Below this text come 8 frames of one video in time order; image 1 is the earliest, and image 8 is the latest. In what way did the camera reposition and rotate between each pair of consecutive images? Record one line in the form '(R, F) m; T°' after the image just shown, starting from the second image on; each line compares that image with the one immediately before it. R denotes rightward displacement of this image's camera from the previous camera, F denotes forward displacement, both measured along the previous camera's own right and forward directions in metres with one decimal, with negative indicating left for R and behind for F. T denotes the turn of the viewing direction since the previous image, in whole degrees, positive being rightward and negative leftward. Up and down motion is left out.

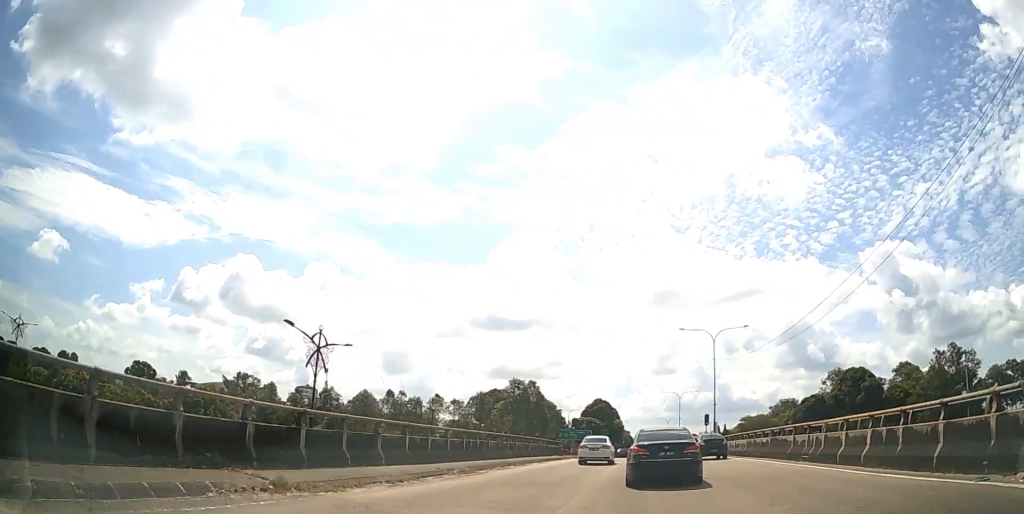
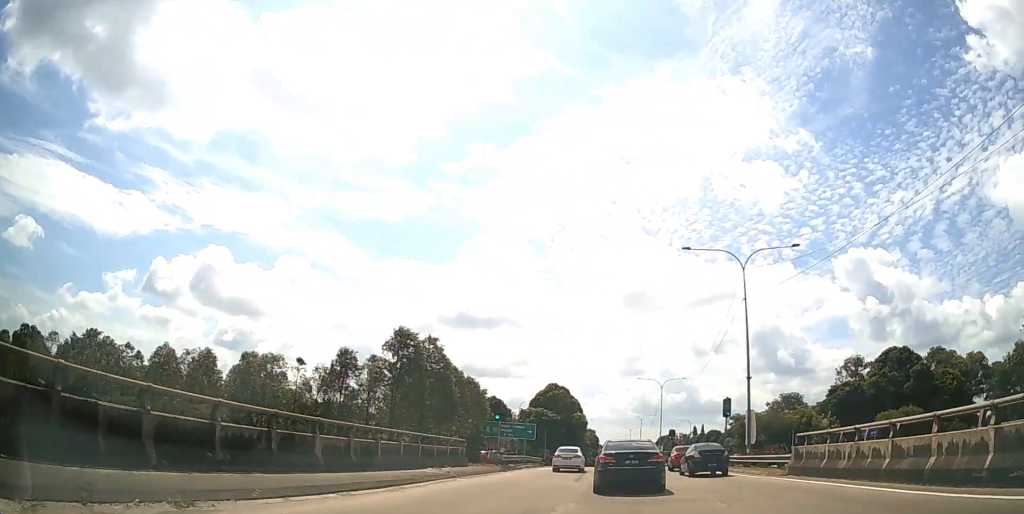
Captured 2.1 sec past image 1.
(+0.6, +25.6) m; +2°
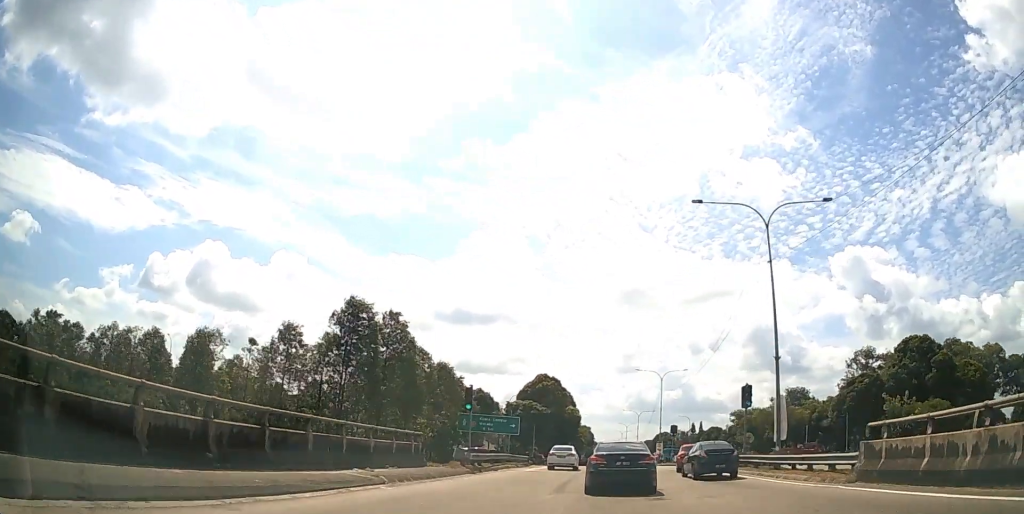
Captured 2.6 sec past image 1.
(+0.1, +6.2) m; 0°
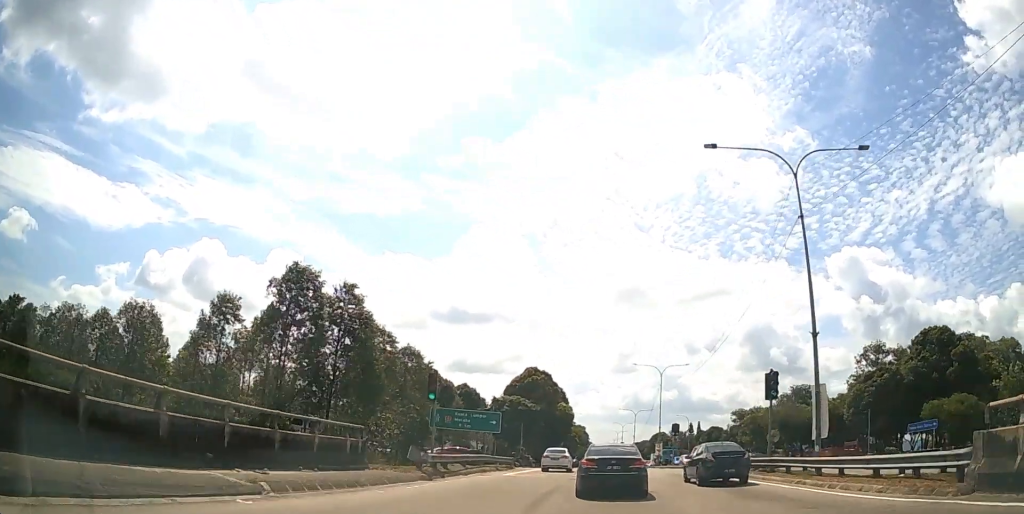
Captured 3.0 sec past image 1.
(0.0, +5.3) m; 0°
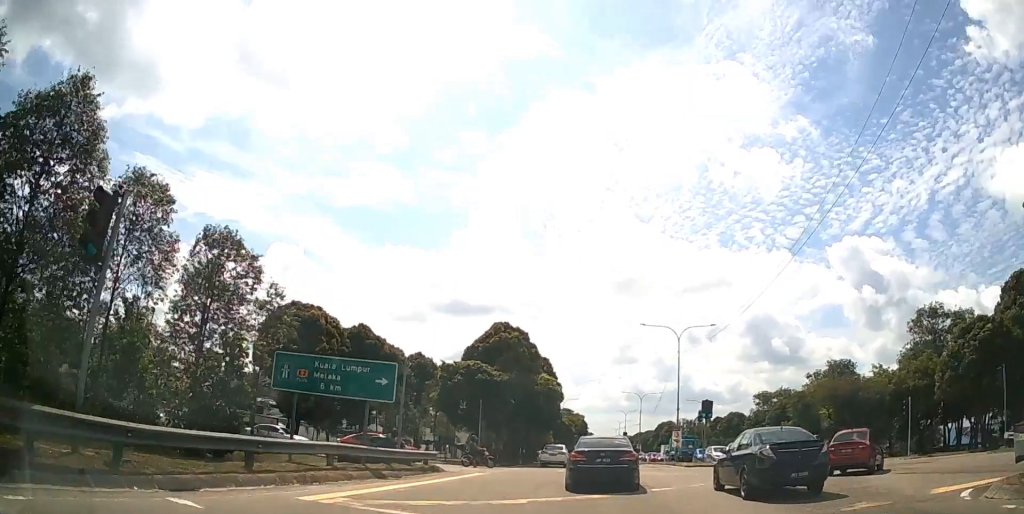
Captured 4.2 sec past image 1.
(-0.1, +17.4) m; -1°
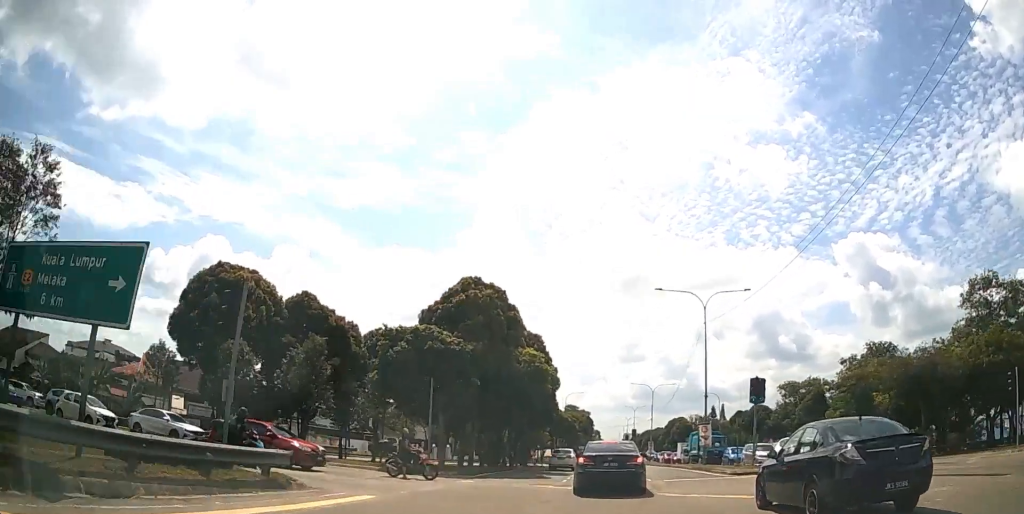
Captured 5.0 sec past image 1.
(0.0, +11.3) m; 0°
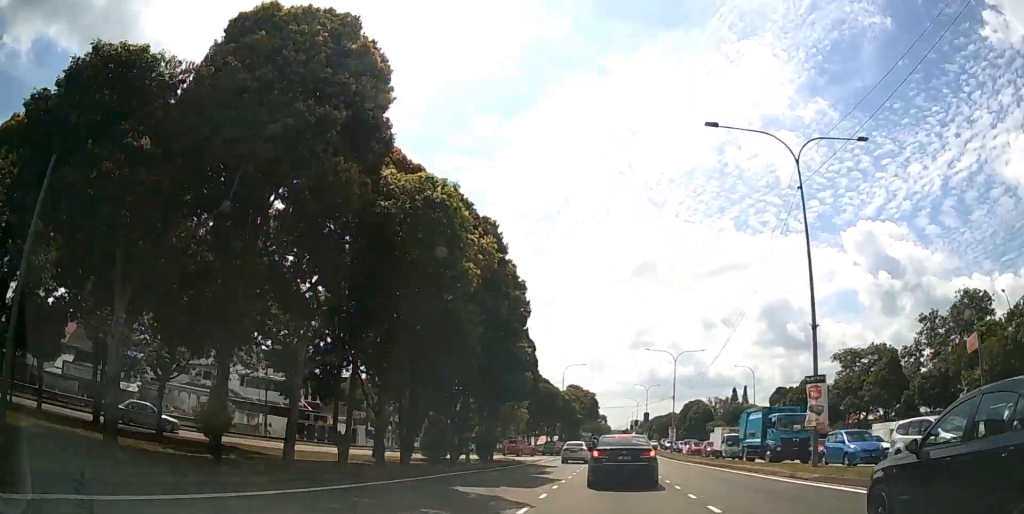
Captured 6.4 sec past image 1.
(-0.1, +19.9) m; 0°
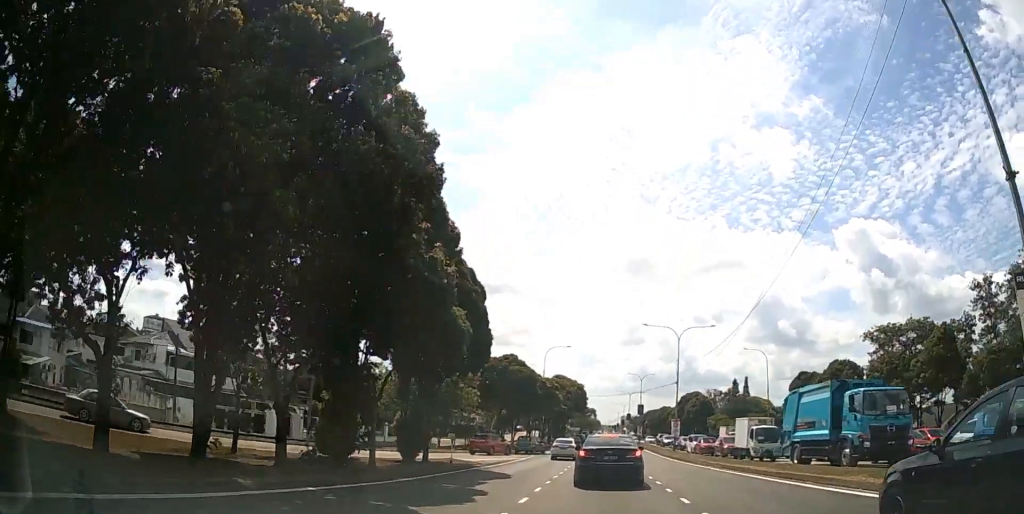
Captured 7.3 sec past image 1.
(0.0, +11.6) m; +6°
